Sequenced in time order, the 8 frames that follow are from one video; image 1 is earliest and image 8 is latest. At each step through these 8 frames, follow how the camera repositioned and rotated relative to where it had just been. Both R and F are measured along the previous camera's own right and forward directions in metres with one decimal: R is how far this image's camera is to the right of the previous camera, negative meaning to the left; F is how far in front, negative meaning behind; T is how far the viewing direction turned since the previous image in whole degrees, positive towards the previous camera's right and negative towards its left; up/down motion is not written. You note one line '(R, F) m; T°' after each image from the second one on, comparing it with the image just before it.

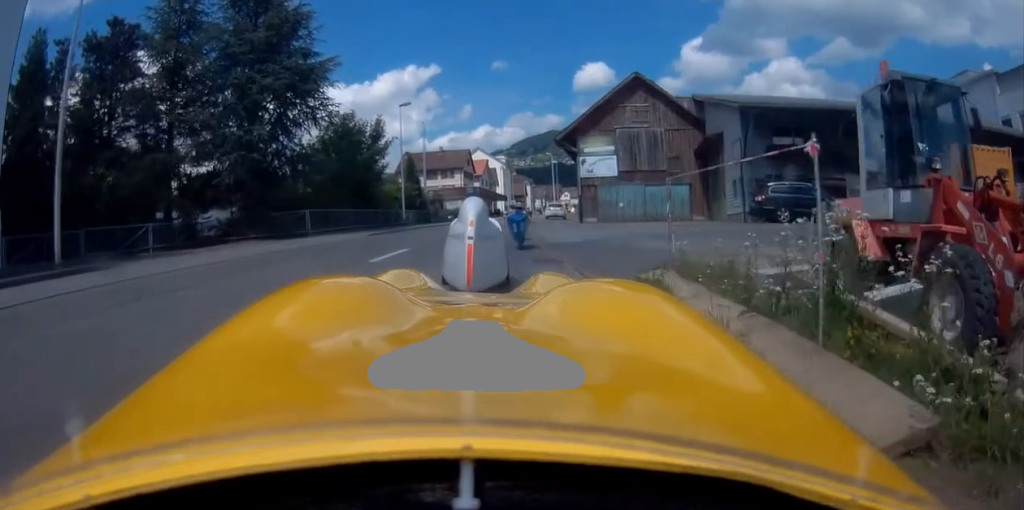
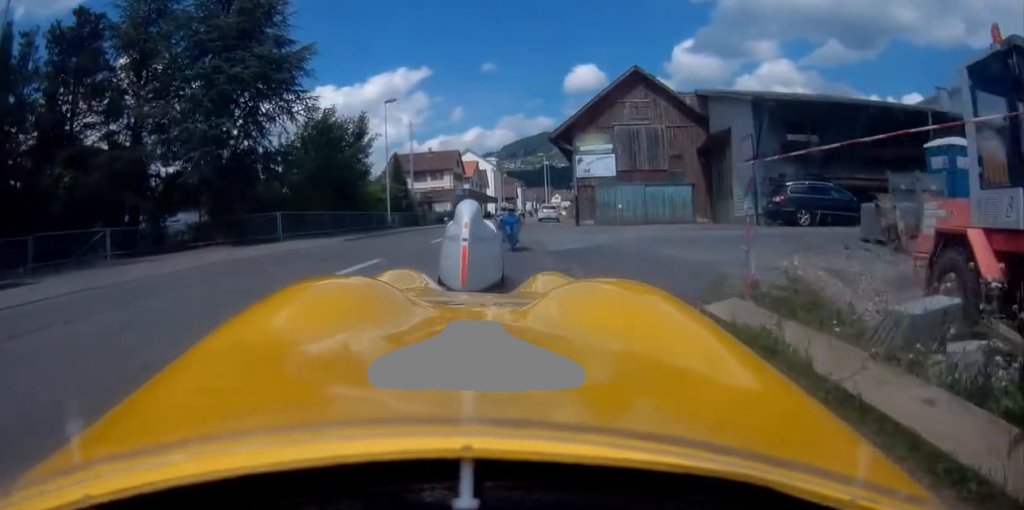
(+0.1, +2.3) m; +1°
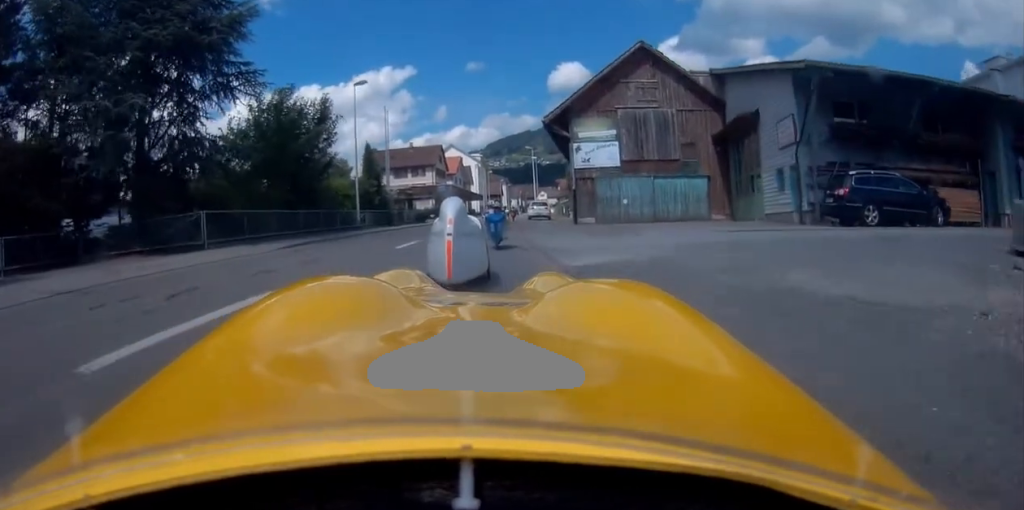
(-0.1, +5.0) m; -3°
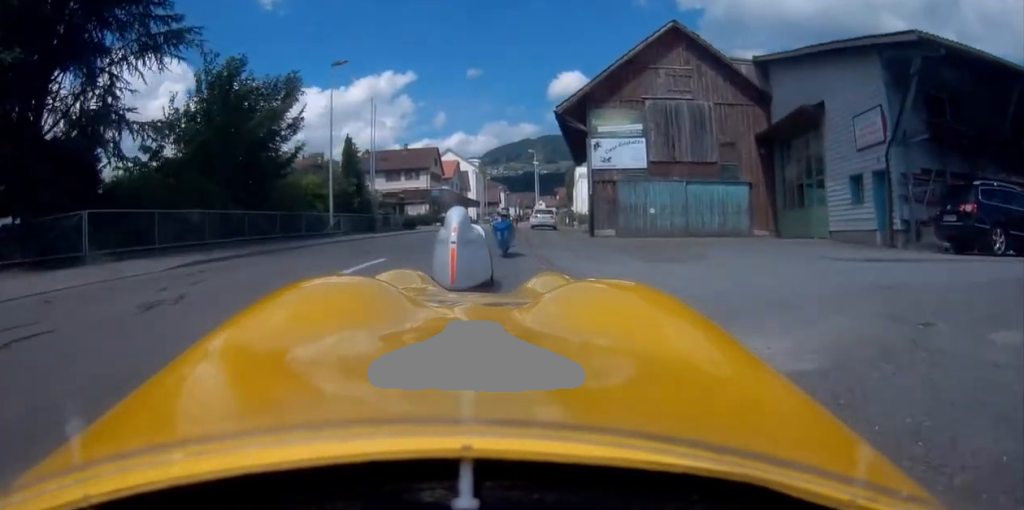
(-0.1, +5.2) m; 0°
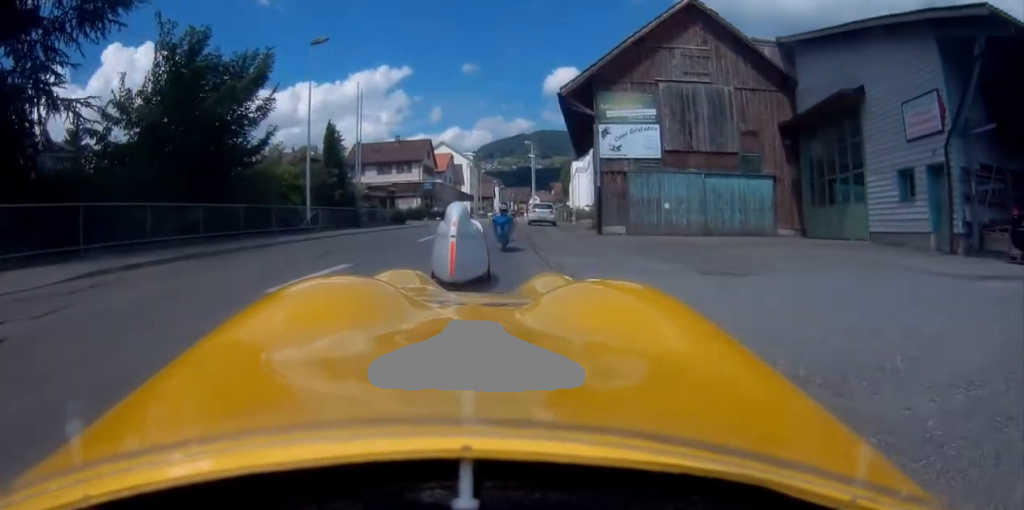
(+0.1, +2.8) m; 0°
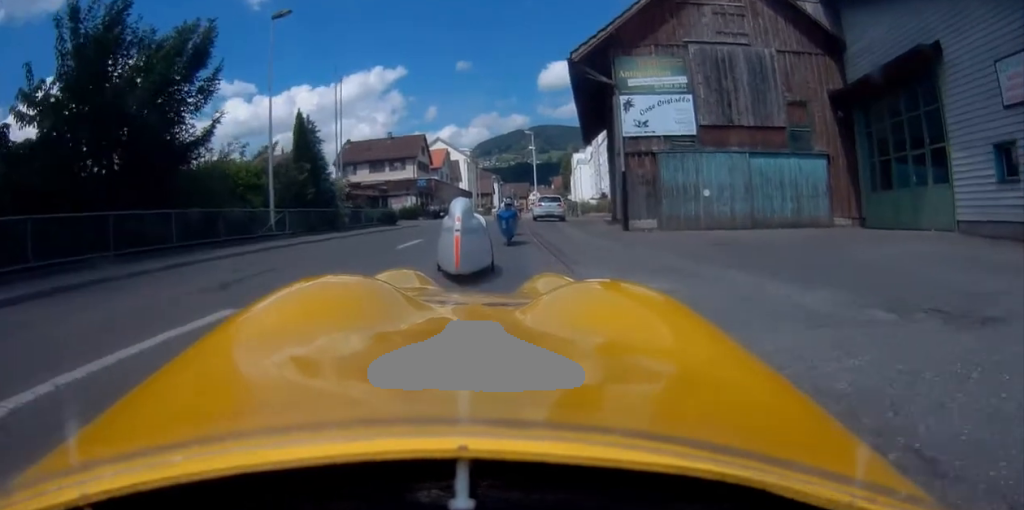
(-0.1, +4.2) m; +2°
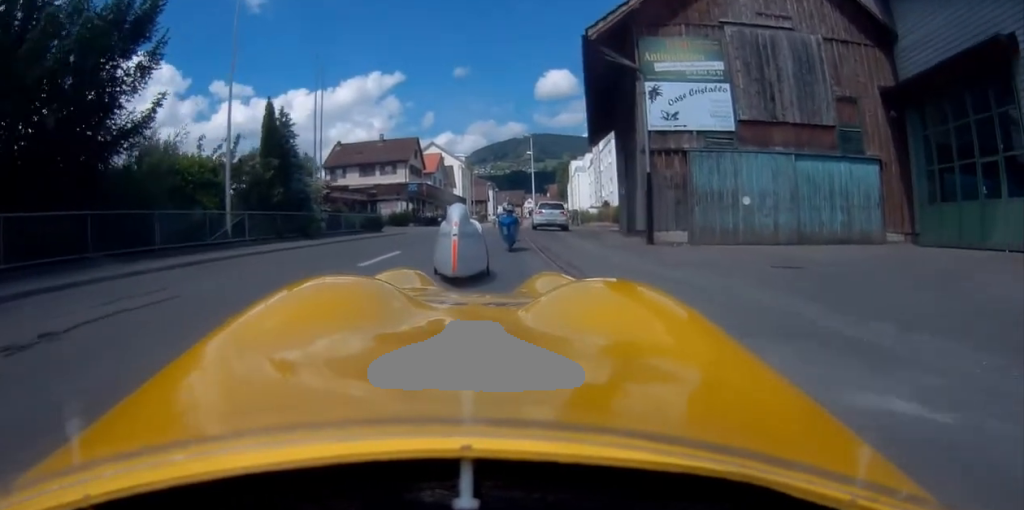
(+0.2, +3.3) m; +2°
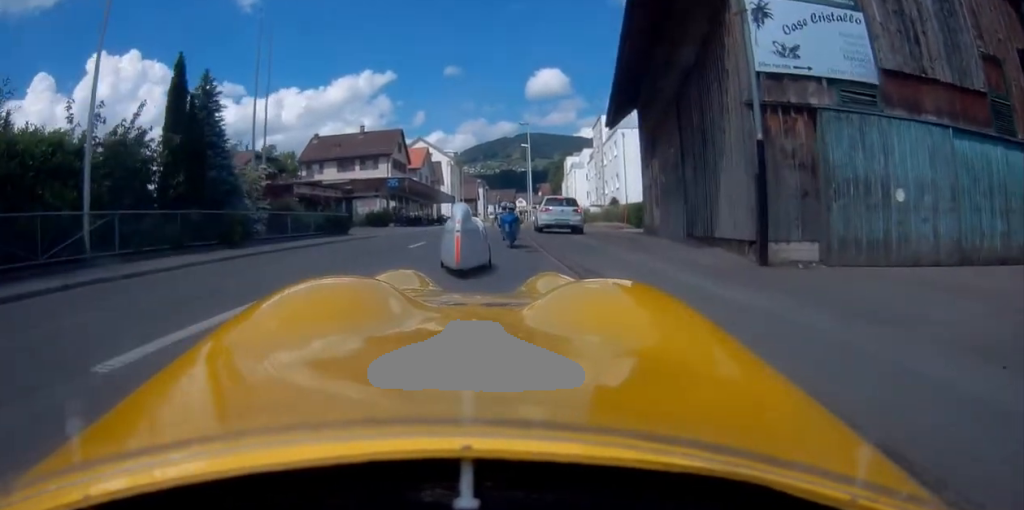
(+0.1, +6.5) m; +2°
